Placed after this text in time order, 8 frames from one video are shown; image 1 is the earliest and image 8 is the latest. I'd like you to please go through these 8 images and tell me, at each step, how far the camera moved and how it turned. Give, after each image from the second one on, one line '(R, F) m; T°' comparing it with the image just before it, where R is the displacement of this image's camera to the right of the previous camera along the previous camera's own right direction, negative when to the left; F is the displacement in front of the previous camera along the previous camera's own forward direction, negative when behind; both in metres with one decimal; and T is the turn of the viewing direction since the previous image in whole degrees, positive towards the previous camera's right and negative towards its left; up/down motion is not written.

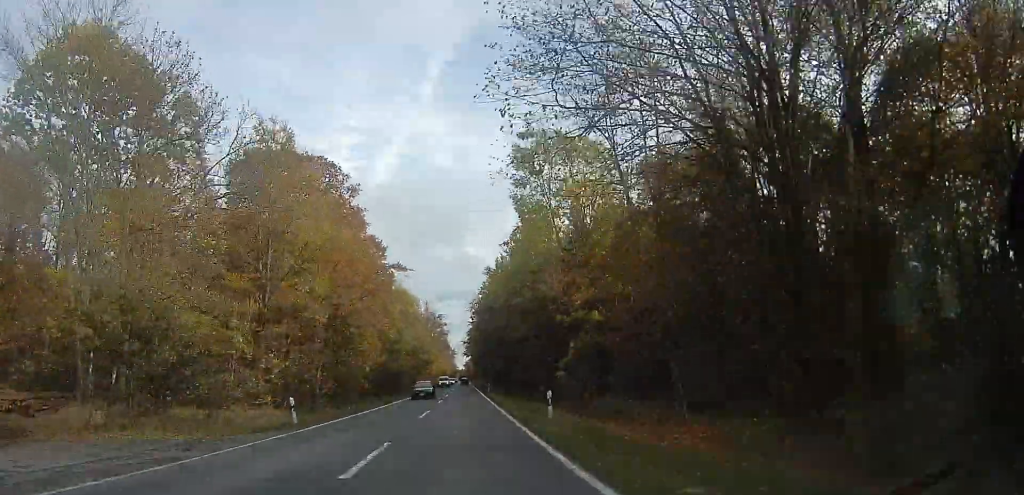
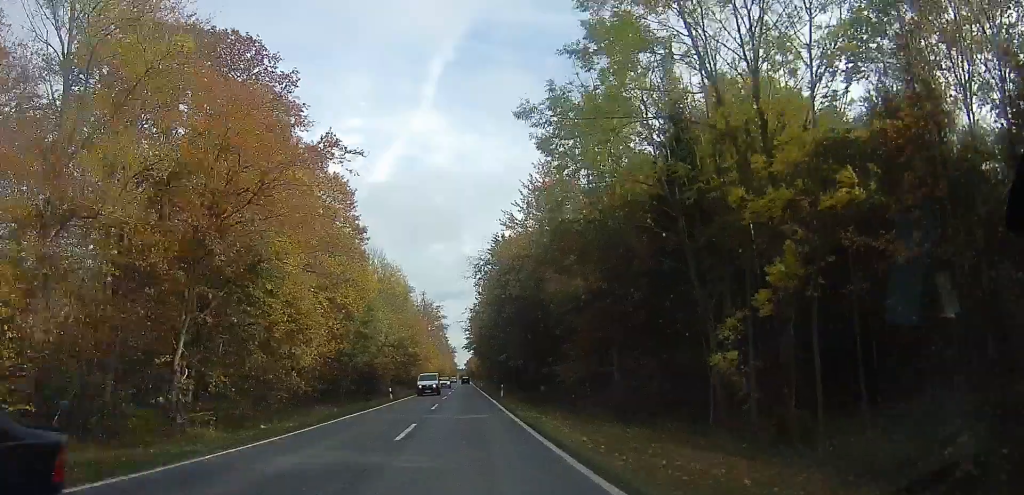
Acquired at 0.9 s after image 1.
(+0.1, +19.4) m; -3°
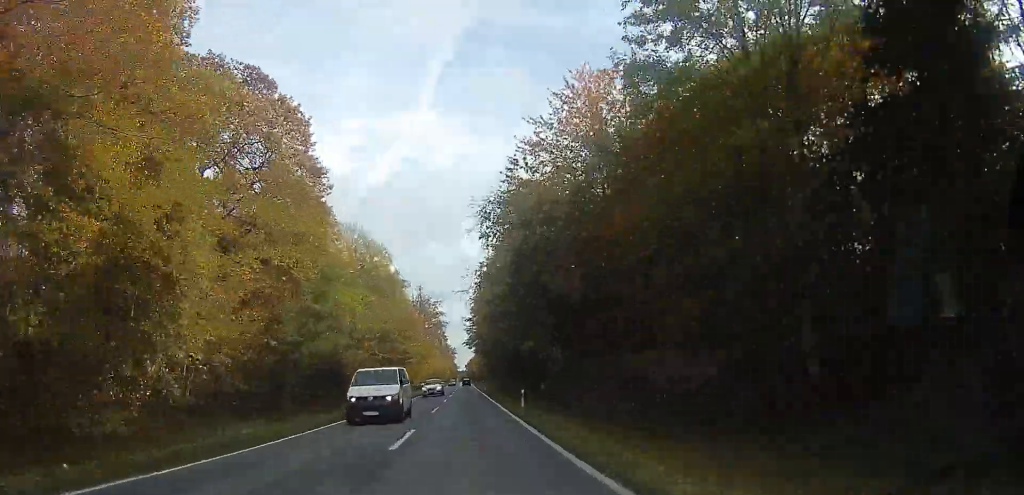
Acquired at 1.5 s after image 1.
(-0.8, +13.4) m; -1°
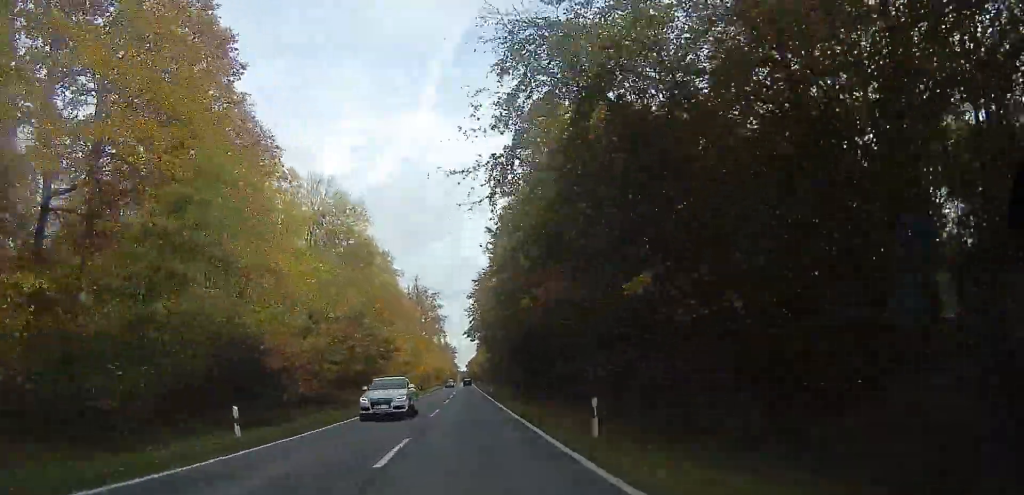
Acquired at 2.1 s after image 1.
(-0.3, +14.2) m; 0°
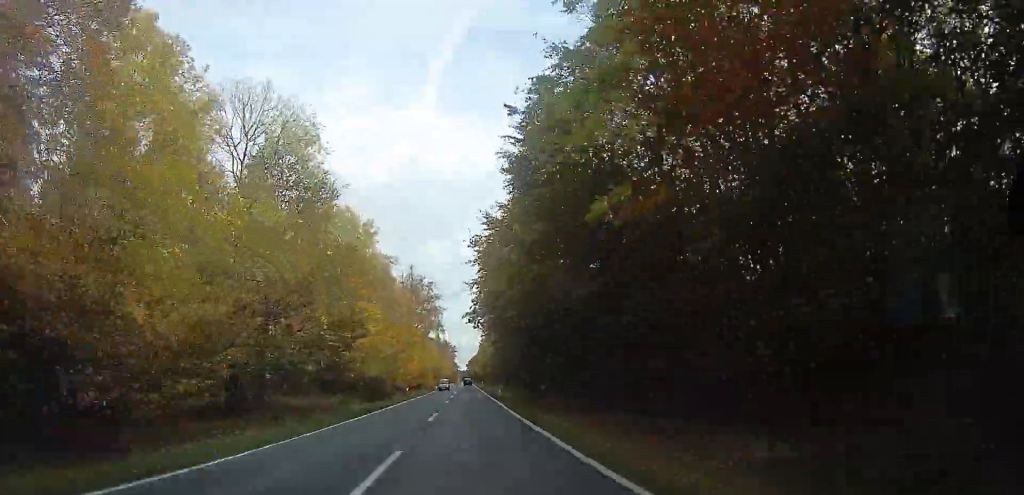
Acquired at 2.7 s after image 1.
(+0.4, +14.2) m; +1°
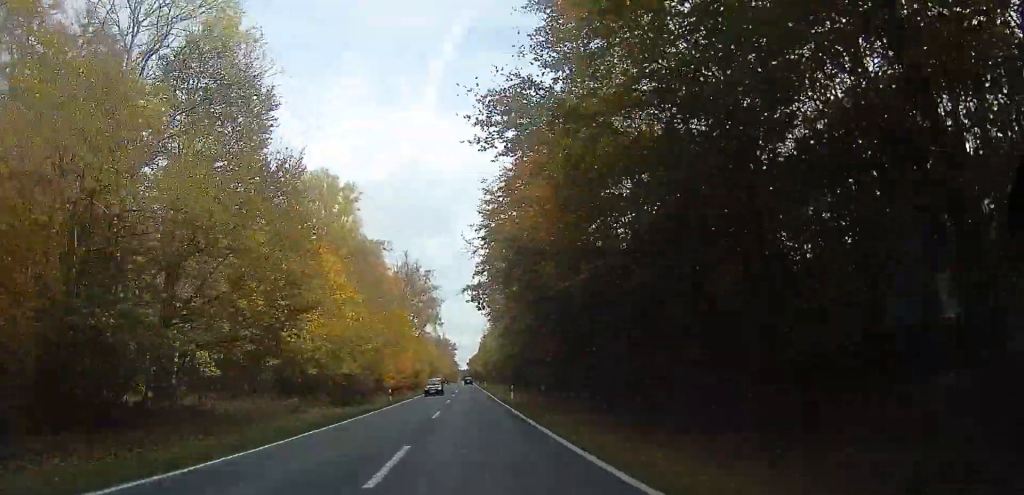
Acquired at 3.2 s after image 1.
(+0.1, +11.3) m; +1°
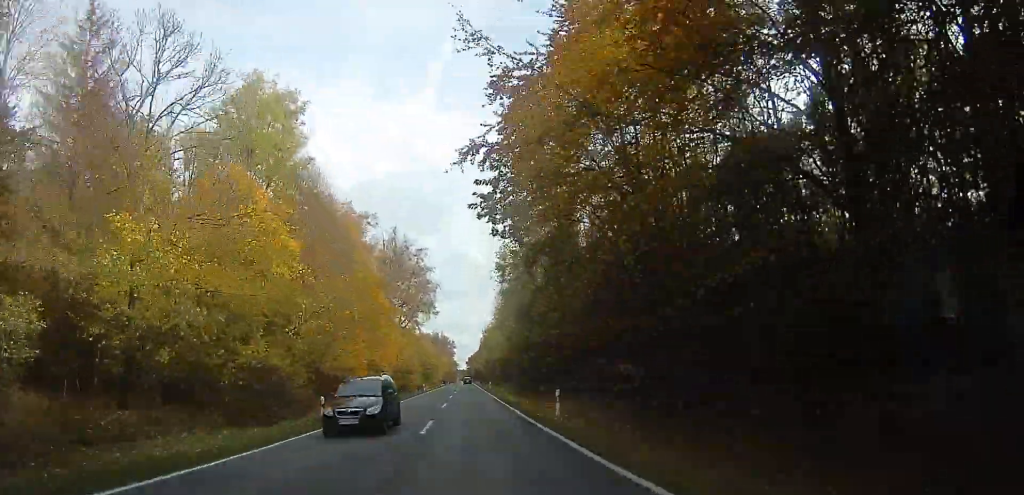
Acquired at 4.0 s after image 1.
(0.0, +17.4) m; +2°
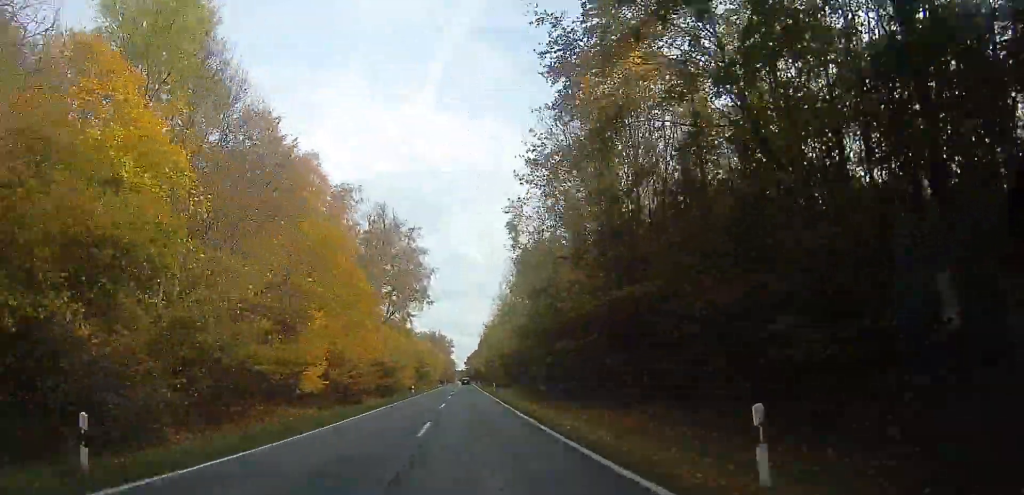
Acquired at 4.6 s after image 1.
(+0.4, +12.8) m; +1°
